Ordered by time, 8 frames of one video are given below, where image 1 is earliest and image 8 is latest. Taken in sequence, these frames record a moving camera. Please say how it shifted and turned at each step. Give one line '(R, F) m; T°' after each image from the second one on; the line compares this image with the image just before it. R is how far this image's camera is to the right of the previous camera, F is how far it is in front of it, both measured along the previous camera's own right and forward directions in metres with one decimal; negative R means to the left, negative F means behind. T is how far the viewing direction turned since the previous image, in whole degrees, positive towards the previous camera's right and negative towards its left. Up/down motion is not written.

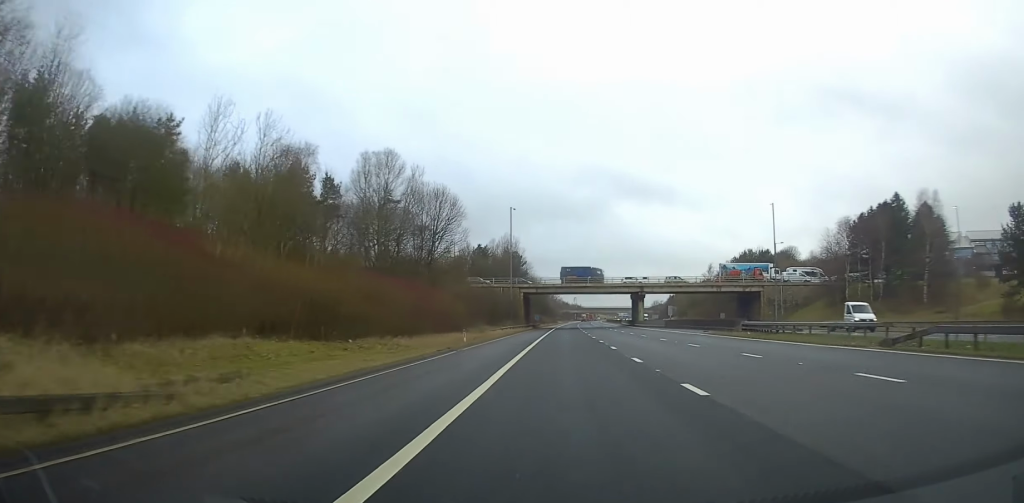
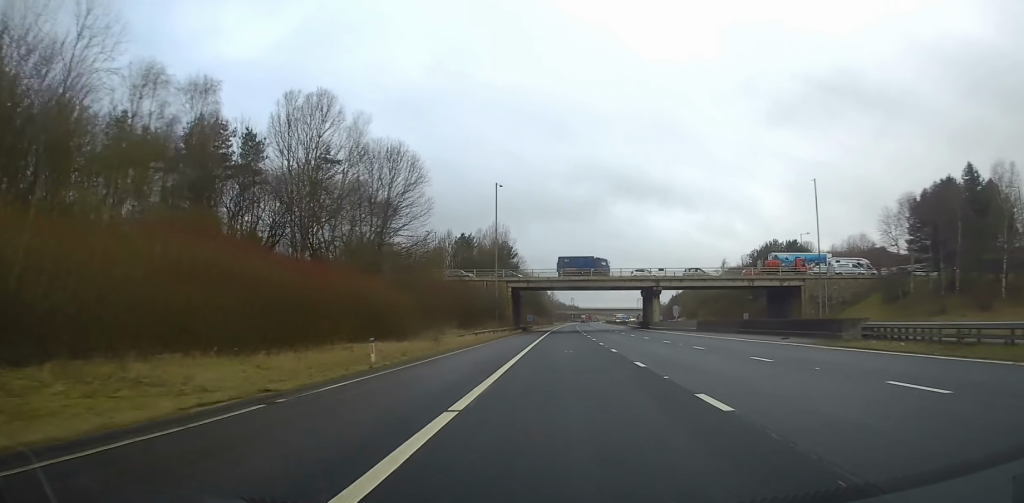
(-0.2, +19.3) m; 0°
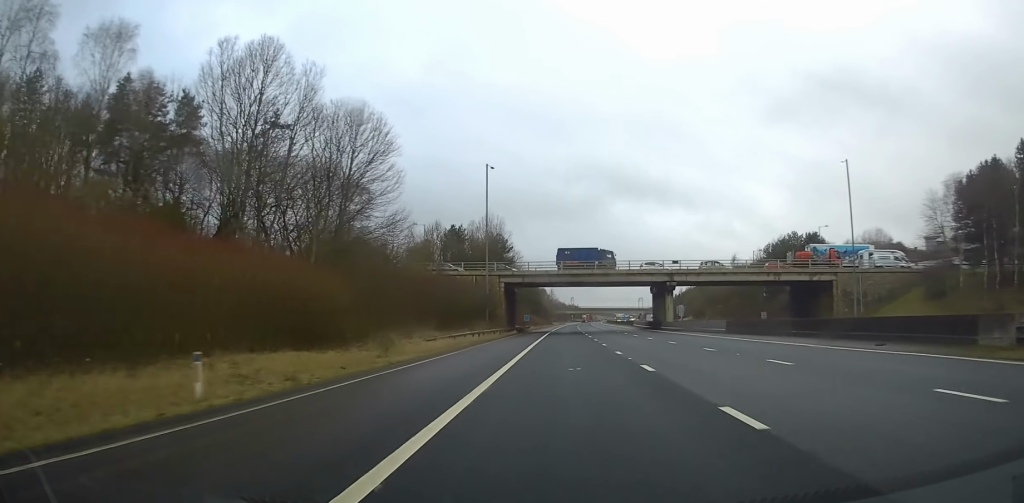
(0.0, +11.1) m; 0°
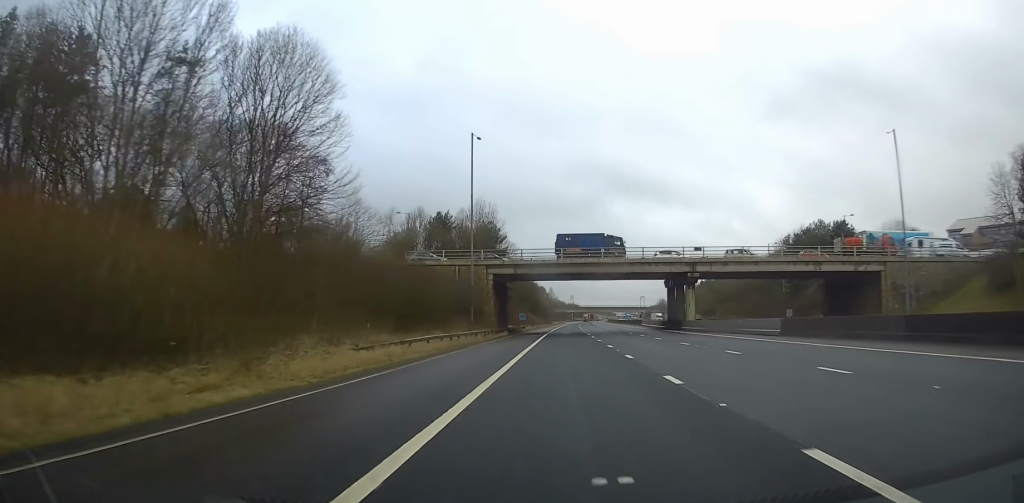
(+0.1, +12.1) m; 0°
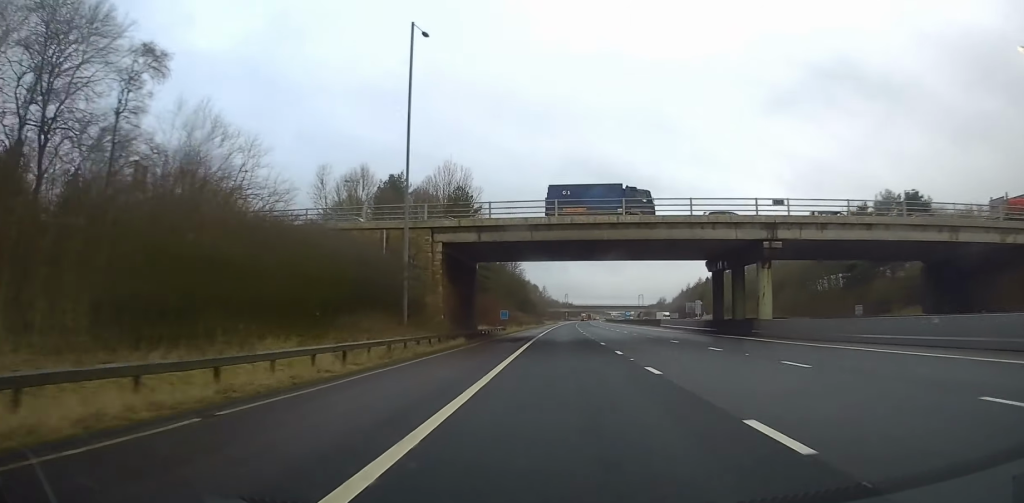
(+0.1, +24.9) m; +1°
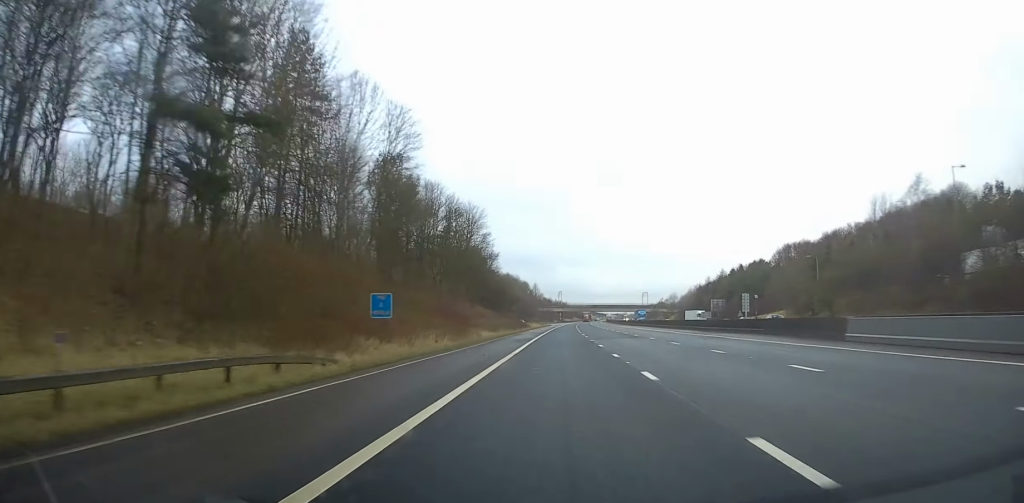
(+0.5, +53.8) m; +1°
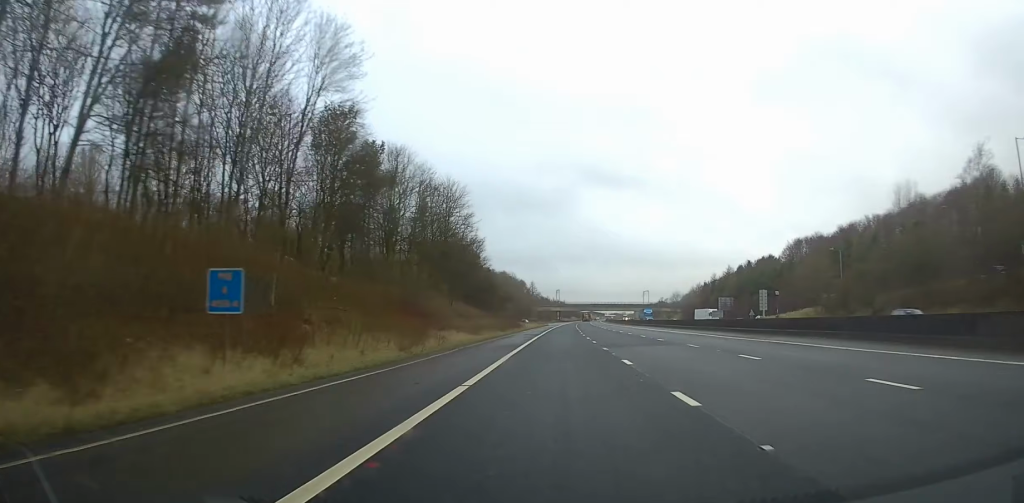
(0.0, +13.8) m; 0°
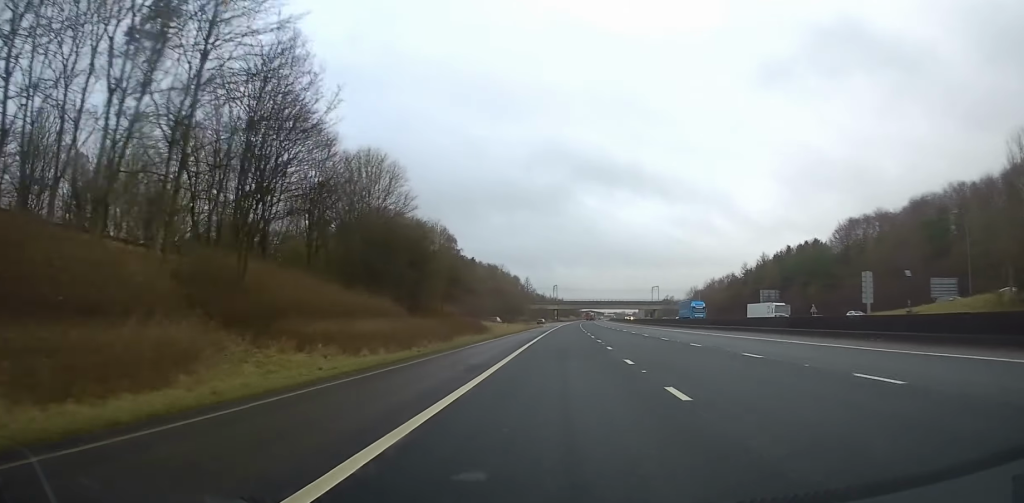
(-0.4, +43.5) m; 0°
